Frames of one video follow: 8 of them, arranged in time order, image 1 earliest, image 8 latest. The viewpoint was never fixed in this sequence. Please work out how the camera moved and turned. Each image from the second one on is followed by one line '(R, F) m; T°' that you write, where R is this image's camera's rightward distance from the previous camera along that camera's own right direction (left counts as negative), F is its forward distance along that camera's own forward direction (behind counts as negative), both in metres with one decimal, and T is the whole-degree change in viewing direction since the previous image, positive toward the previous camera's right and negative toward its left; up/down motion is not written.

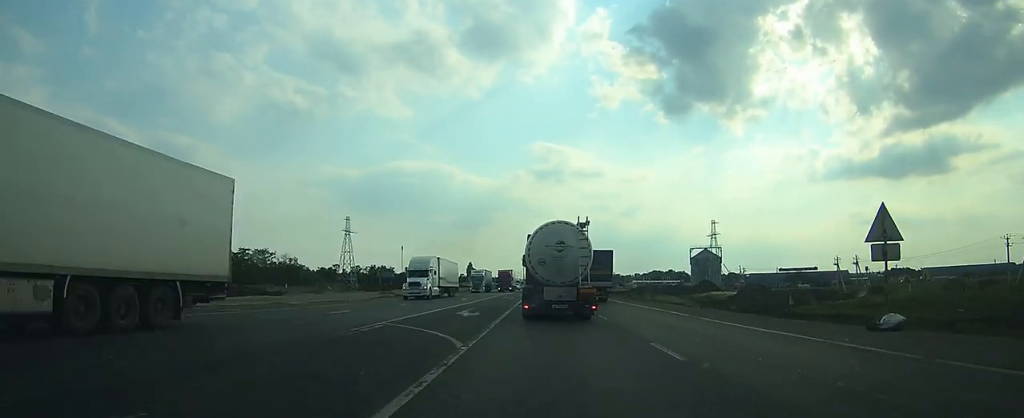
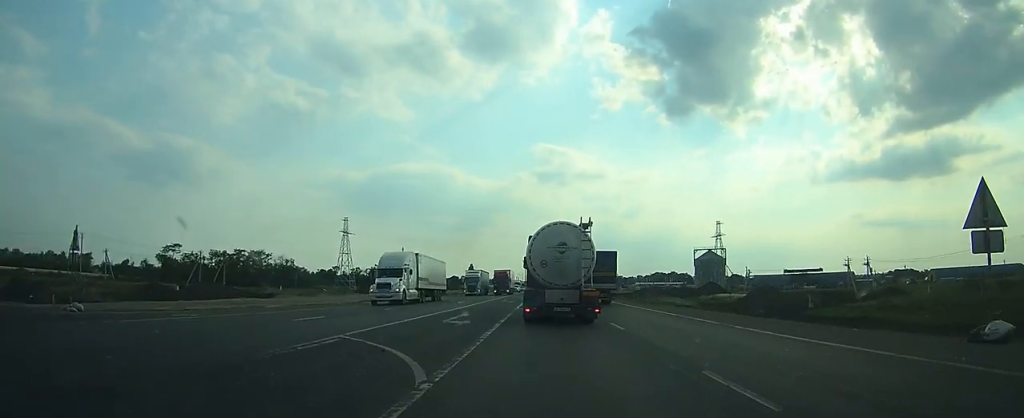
(0.0, +7.1) m; 0°
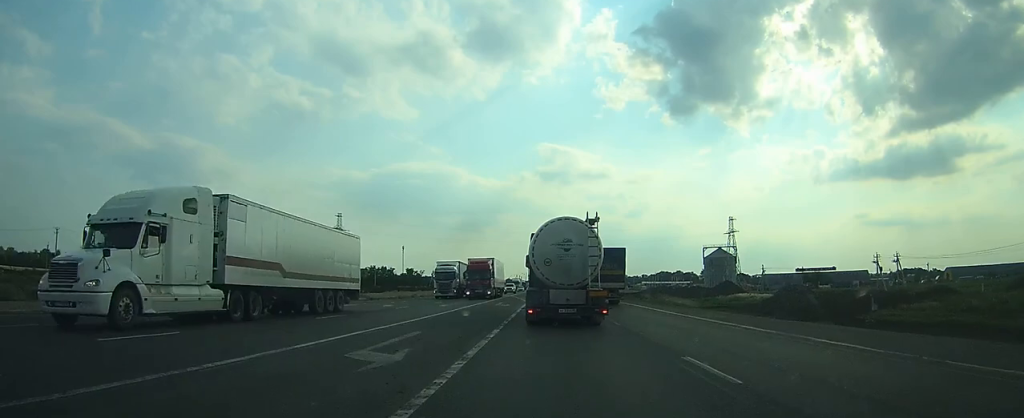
(-0.2, +19.5) m; -1°
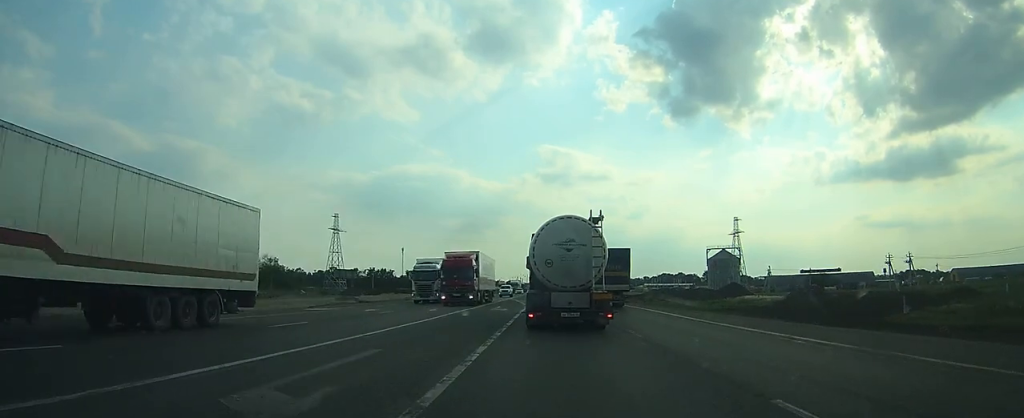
(0.0, +7.3) m; 0°
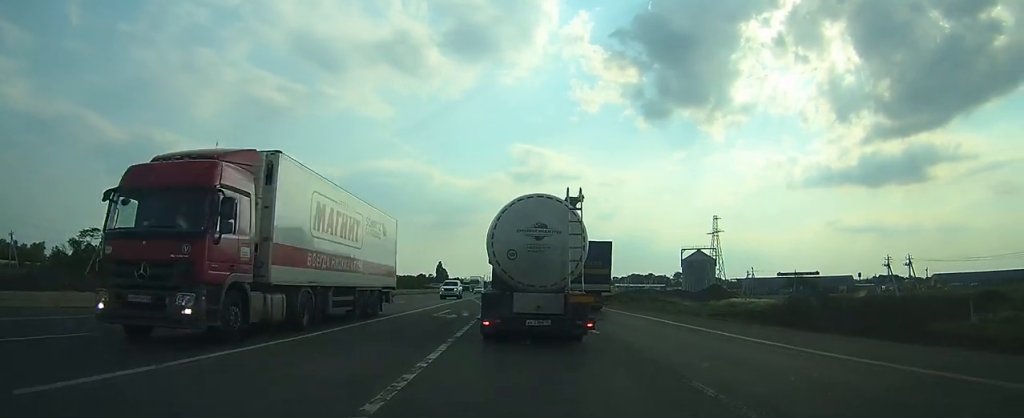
(0.0, +15.8) m; +2°
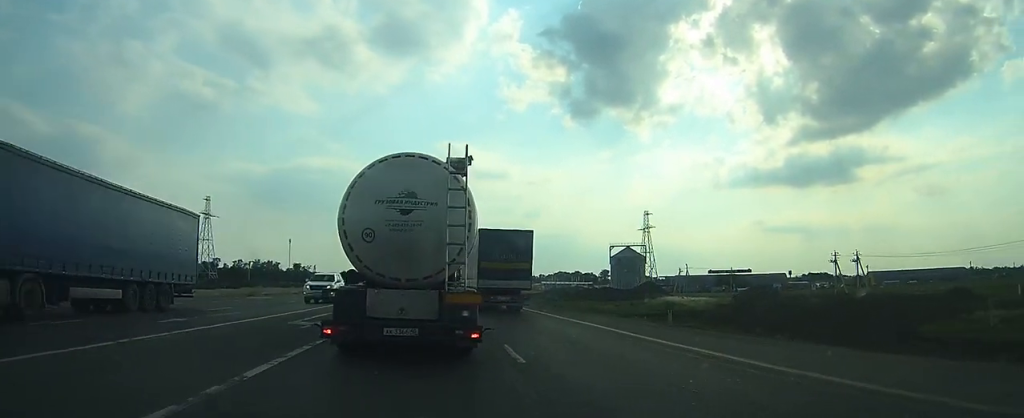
(+0.1, +10.0) m; +3°
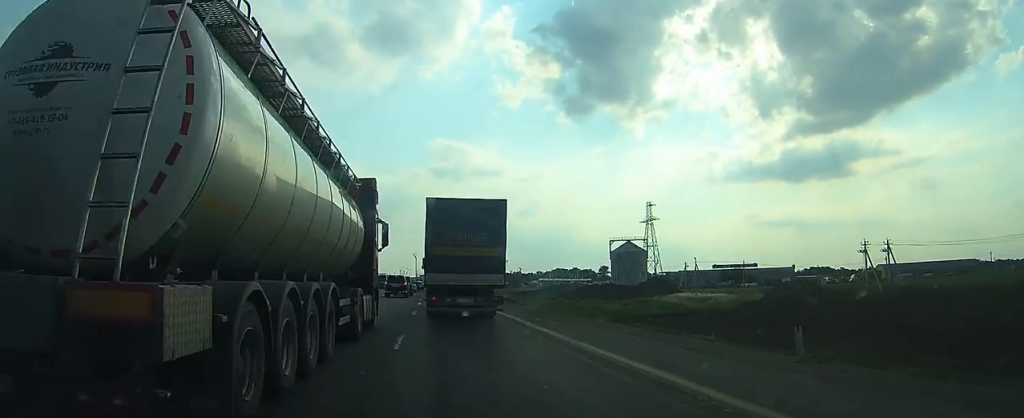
(+0.7, +13.4) m; +3°
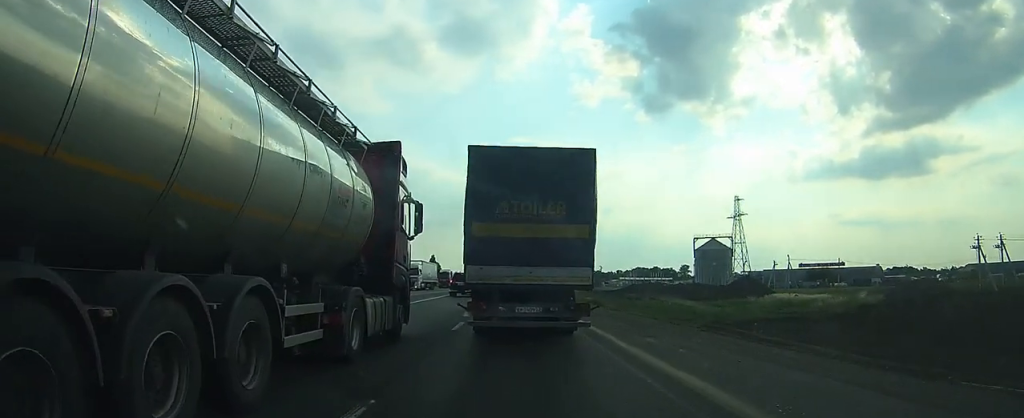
(0.0, +10.7) m; 0°
